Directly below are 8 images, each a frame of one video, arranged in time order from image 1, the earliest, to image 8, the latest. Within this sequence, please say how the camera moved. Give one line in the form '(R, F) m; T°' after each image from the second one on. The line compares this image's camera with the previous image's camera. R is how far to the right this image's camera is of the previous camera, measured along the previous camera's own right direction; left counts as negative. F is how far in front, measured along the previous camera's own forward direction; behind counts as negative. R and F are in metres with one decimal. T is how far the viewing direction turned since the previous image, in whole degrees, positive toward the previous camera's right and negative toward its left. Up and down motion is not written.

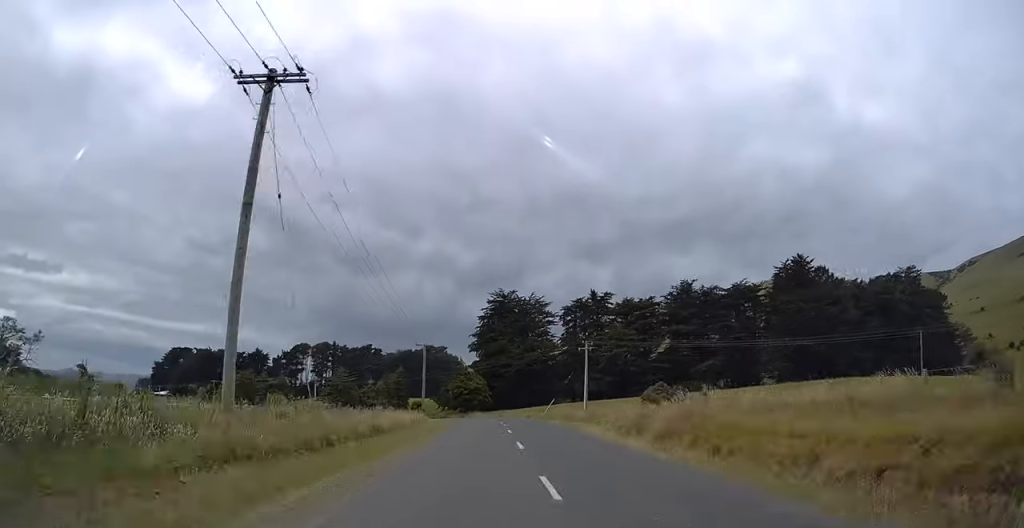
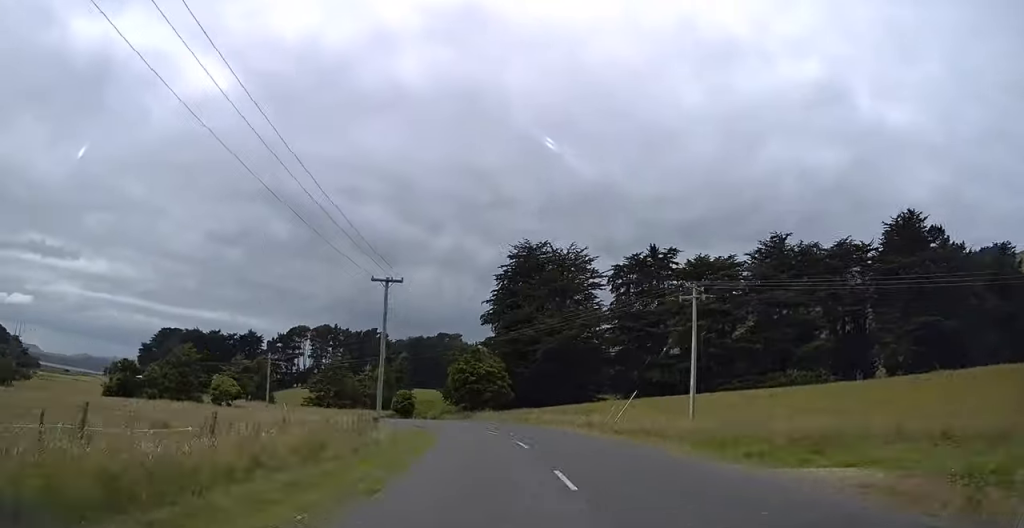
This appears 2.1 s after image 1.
(+2.9, +39.3) m; -6°
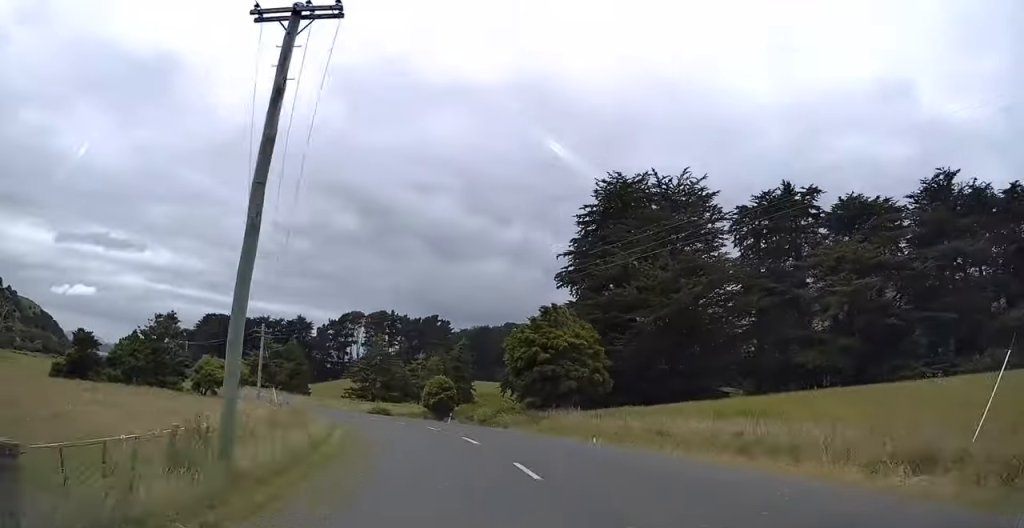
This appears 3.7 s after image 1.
(-4.7, +29.4) m; -8°
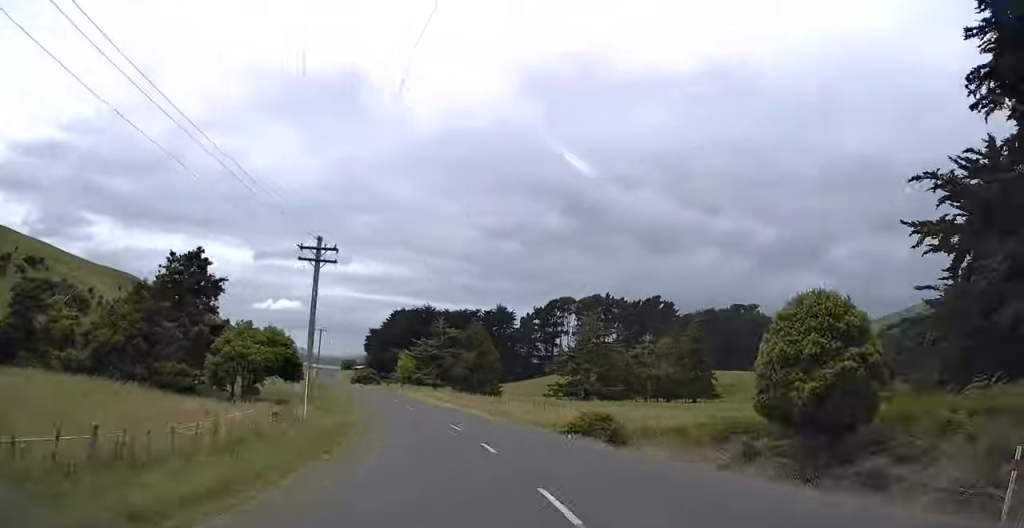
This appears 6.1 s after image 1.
(-2.1, +44.8) m; -12°
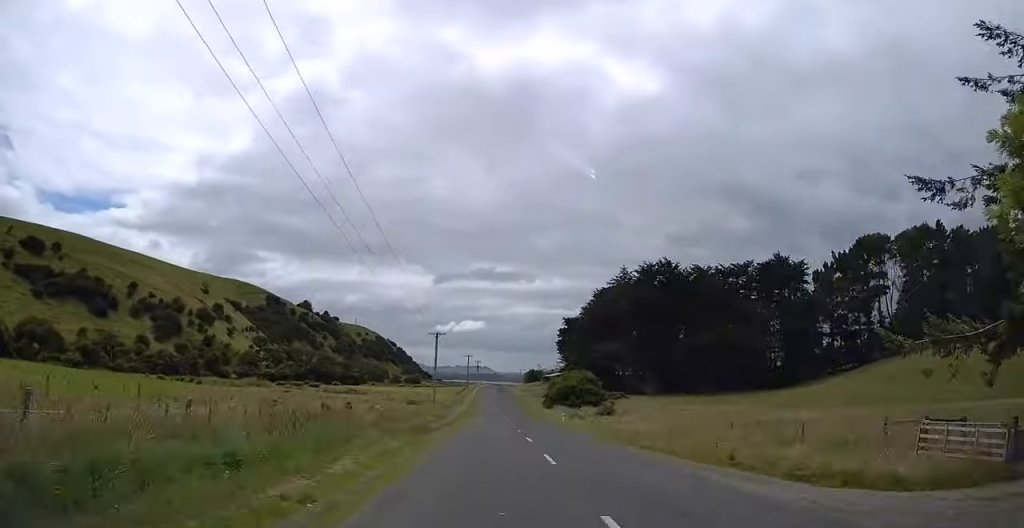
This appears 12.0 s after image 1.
(-20.5, +114.2) m; -11°
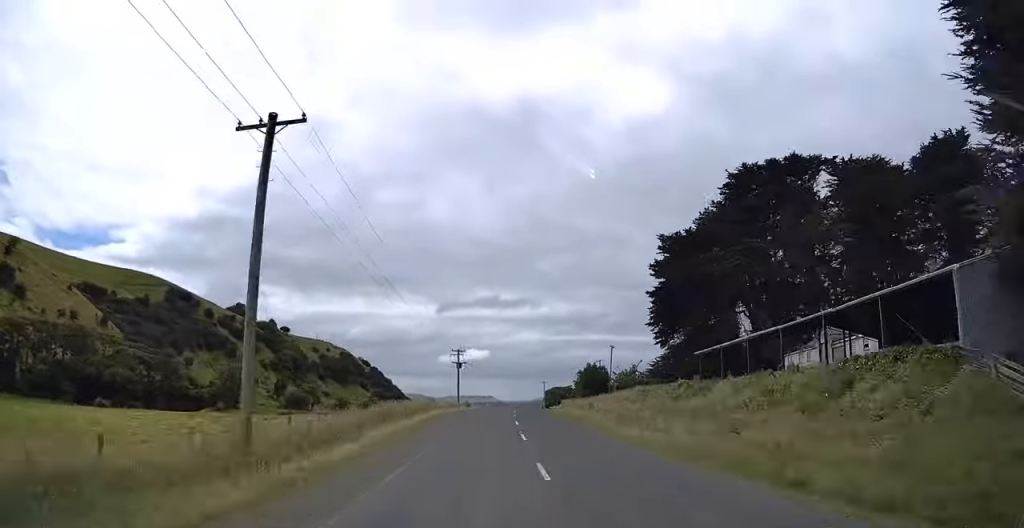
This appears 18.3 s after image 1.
(-1.6, +129.6) m; +1°
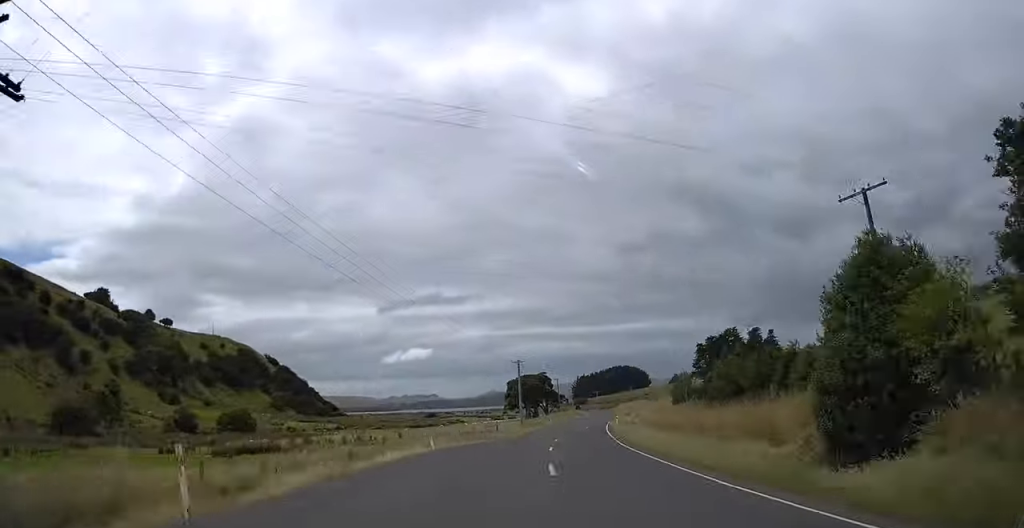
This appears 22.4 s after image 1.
(+2.9, +85.2) m; +7°
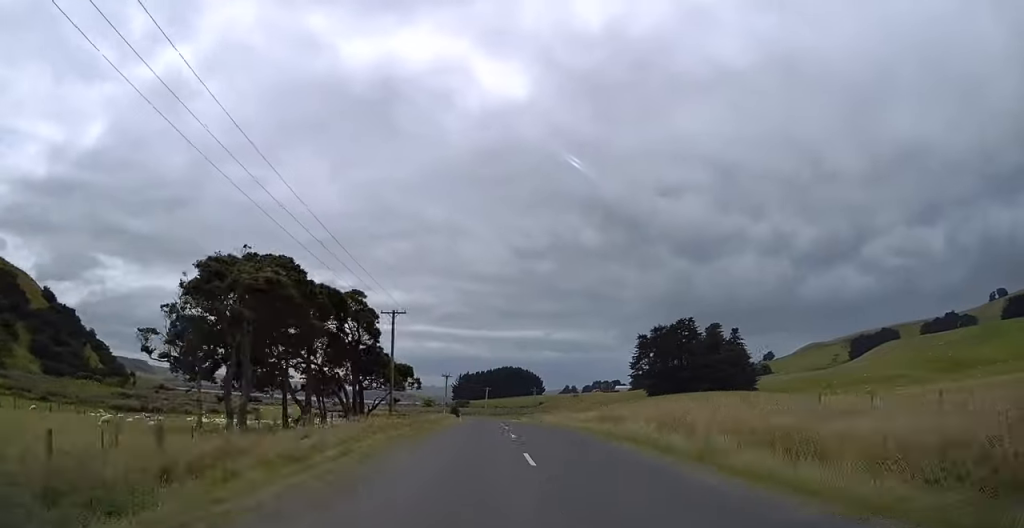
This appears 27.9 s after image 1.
(+10.4, +108.4) m; +6°
